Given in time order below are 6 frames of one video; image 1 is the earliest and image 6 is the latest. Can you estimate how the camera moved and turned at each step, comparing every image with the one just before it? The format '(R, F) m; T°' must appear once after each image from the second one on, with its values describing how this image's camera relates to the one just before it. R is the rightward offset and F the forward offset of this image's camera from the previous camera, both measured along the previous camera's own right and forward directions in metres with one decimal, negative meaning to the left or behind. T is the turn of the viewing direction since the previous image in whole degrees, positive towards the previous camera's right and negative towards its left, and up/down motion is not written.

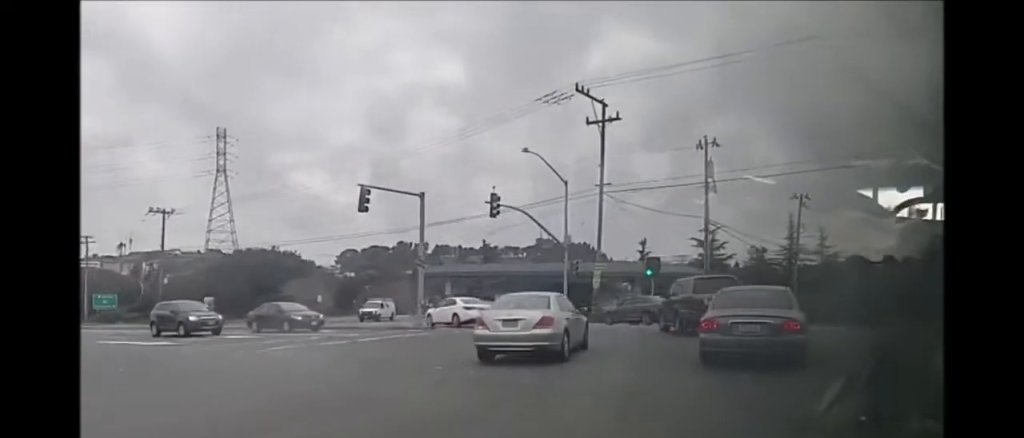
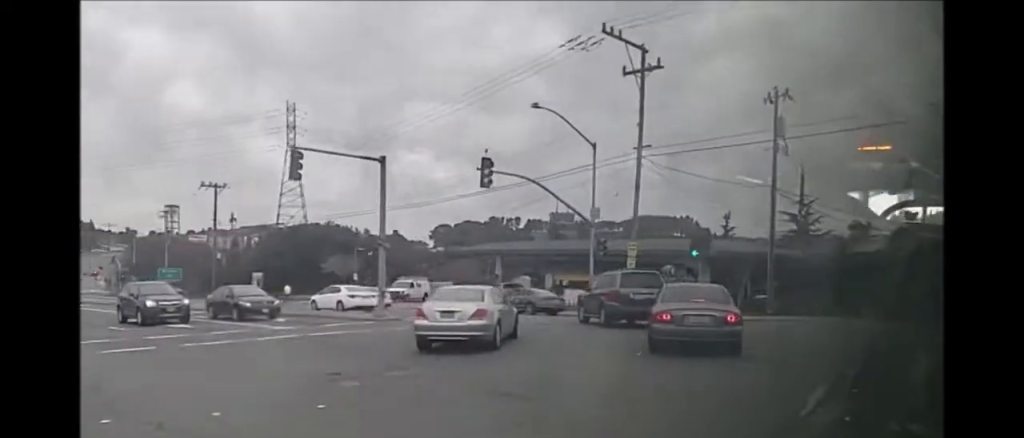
(-0.1, +7.2) m; -6°
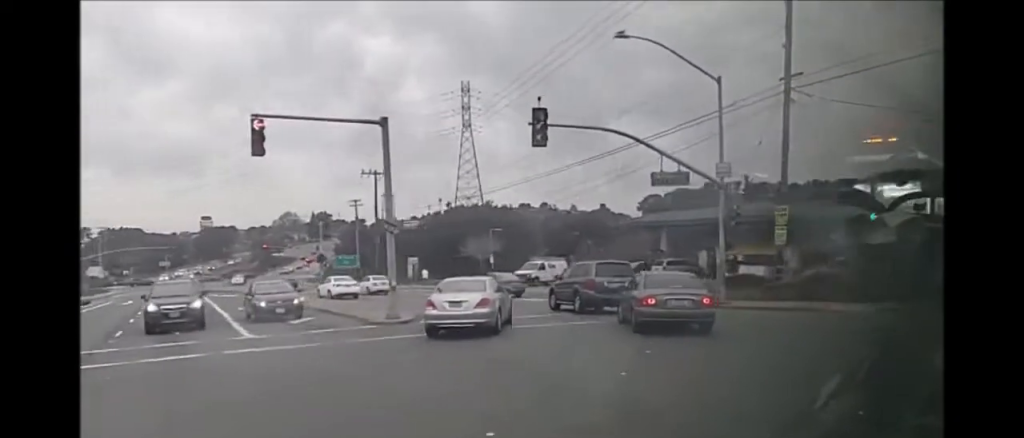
(-1.4, +8.1) m; -21°
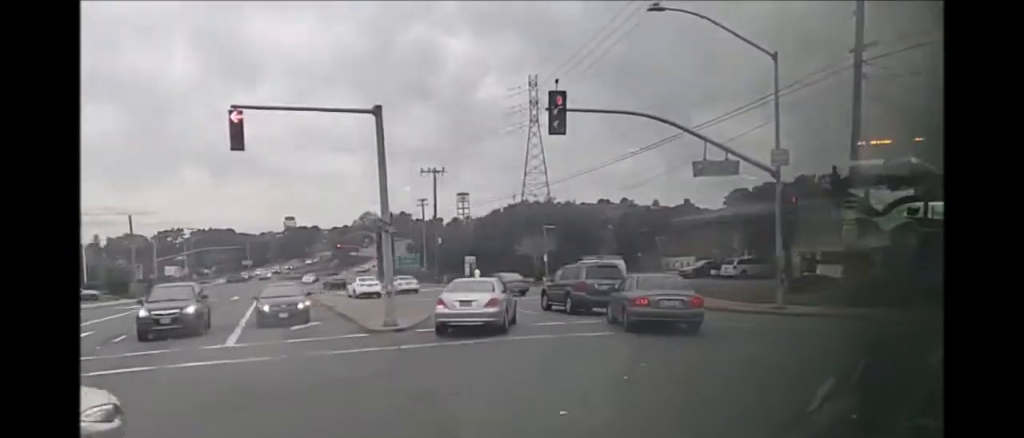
(-0.3, +2.6) m; -8°
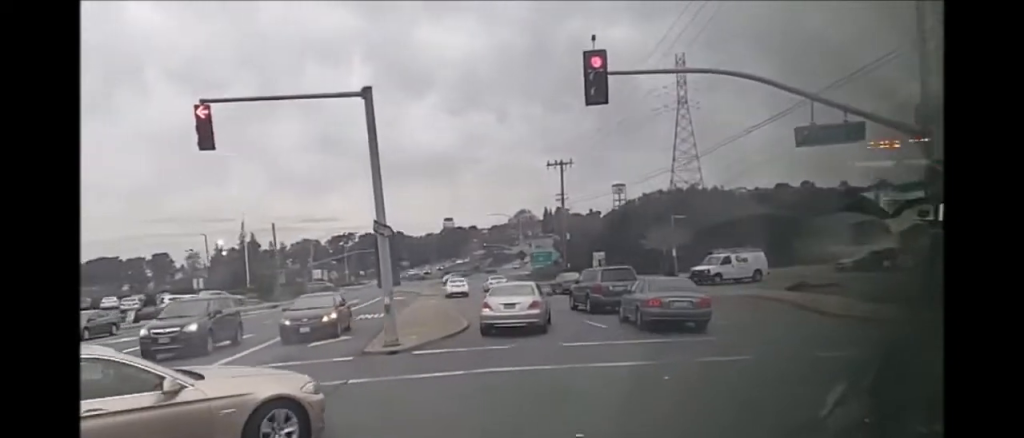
(-0.7, +5.0) m; -16°
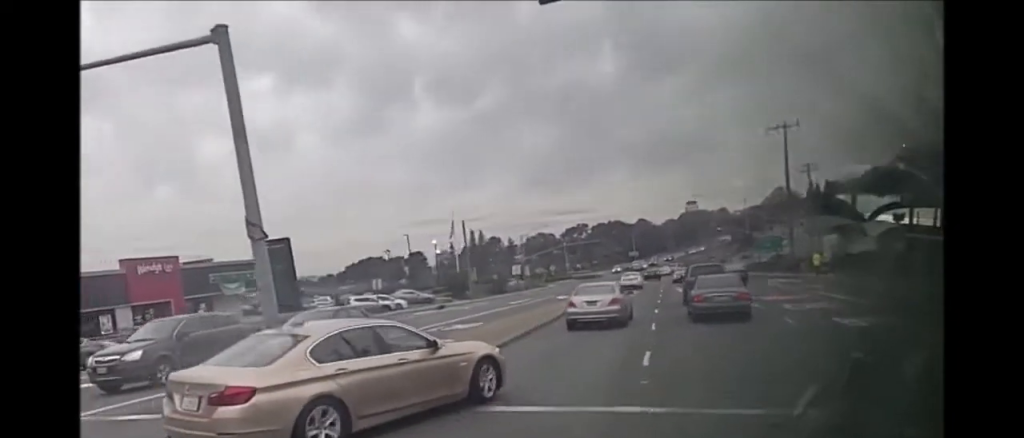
(-1.8, +8.1) m; -20°
